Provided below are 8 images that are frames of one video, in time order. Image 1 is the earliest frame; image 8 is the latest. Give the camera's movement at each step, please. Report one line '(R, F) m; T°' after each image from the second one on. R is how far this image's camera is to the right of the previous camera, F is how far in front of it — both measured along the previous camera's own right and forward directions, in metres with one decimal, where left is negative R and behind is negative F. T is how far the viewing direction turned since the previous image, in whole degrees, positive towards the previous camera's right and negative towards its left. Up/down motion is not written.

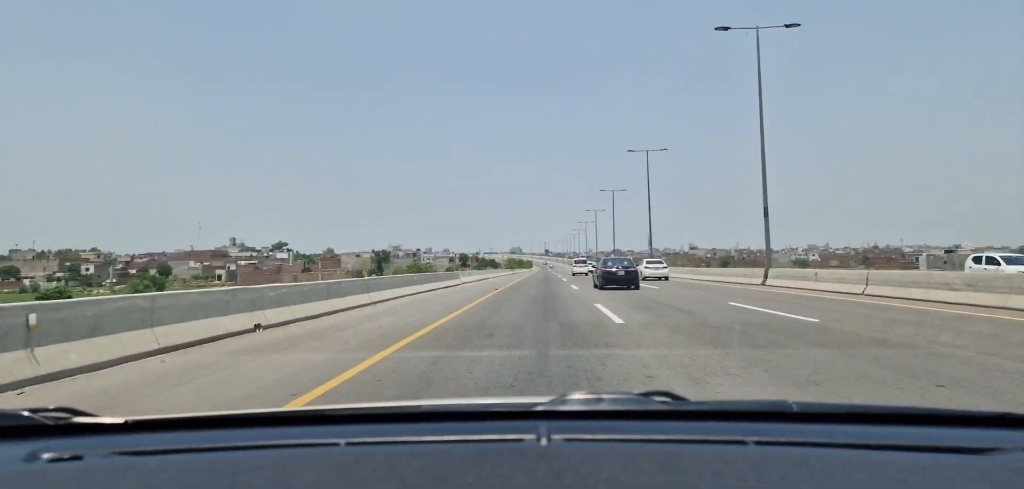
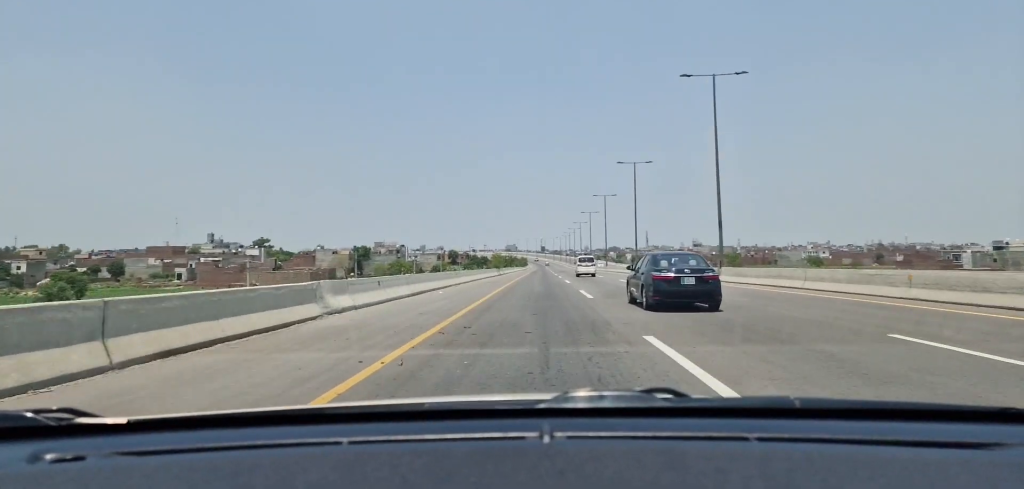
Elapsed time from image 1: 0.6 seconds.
(0.0, +27.4) m; 0°
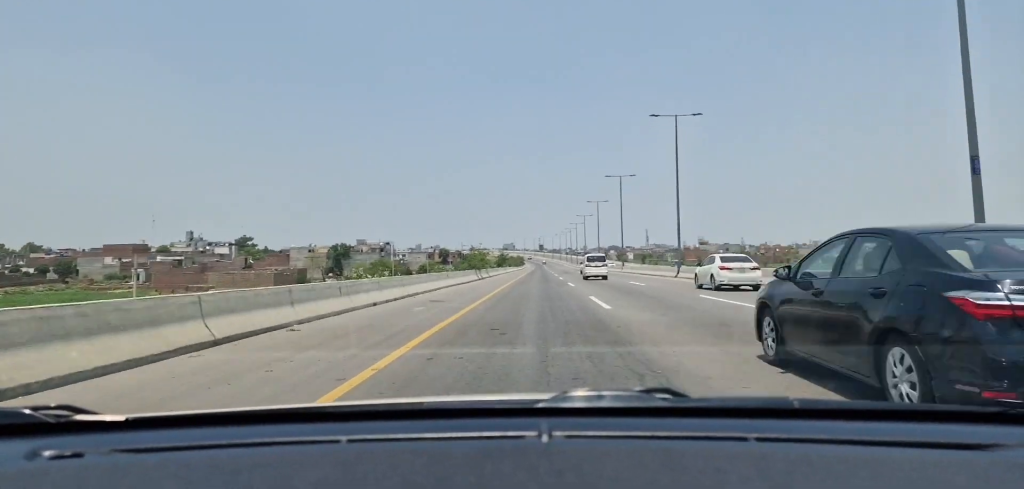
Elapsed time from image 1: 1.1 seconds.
(0.0, +22.9) m; 0°
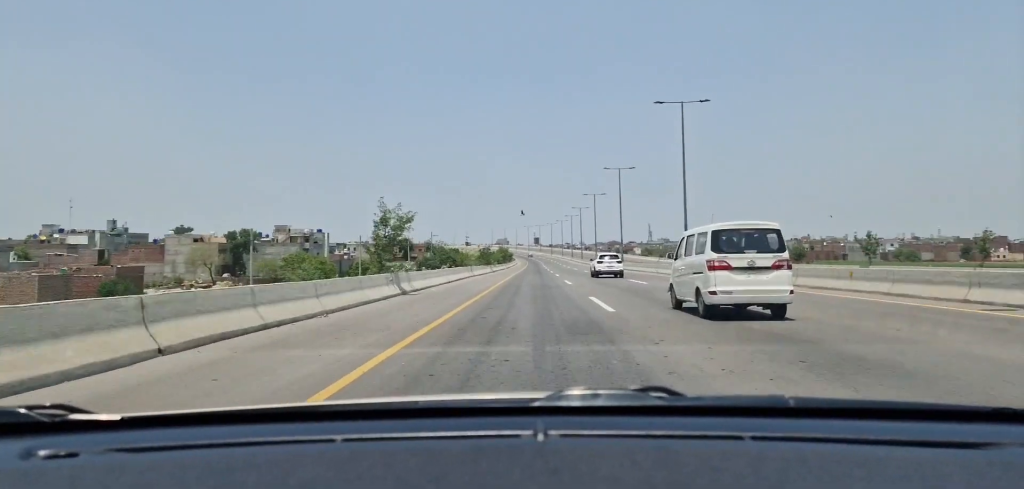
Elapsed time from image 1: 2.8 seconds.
(+0.7, +74.4) m; 0°
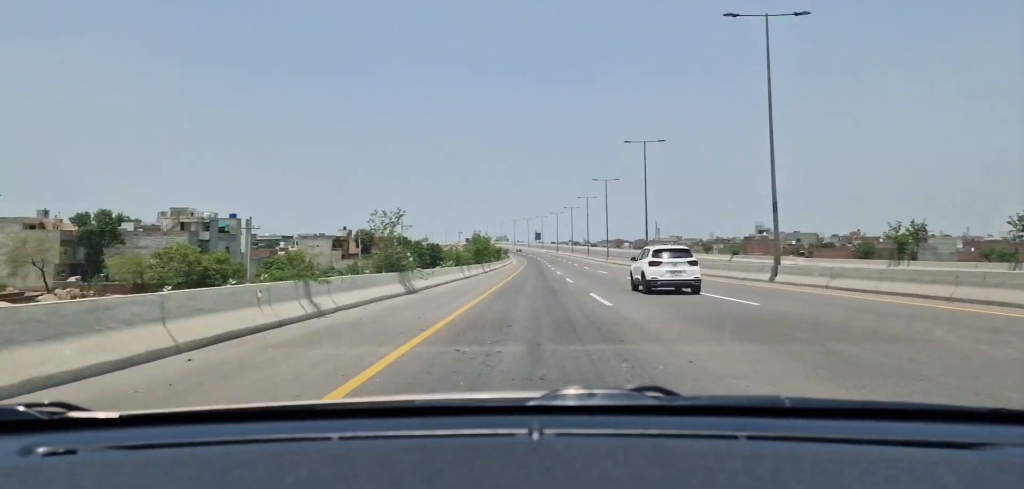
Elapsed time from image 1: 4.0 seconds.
(-0.5, +53.0) m; -1°
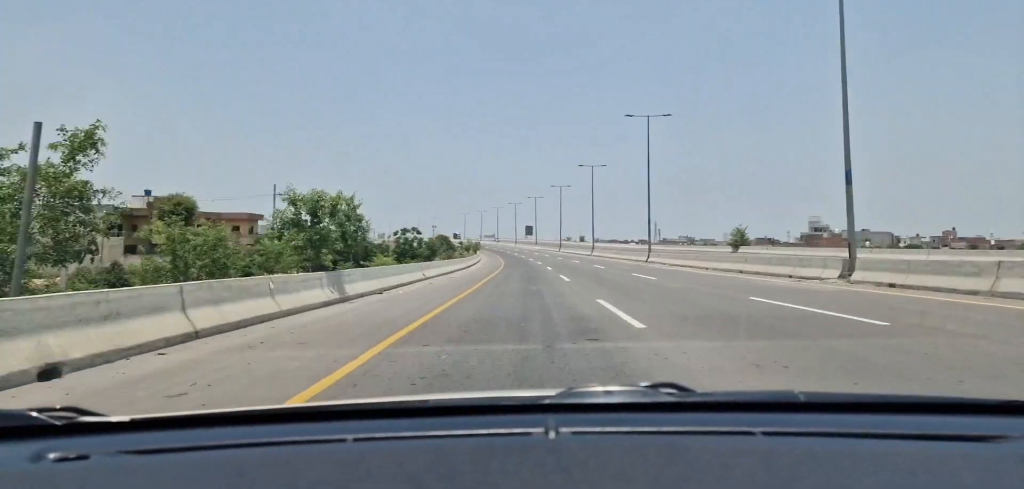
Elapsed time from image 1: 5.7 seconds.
(+0.8, +78.7) m; +2°
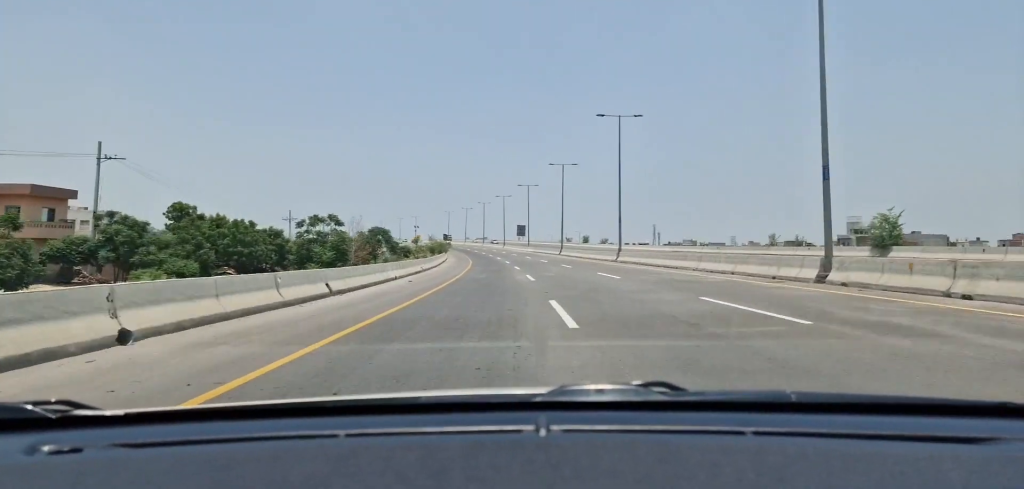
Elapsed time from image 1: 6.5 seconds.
(+0.3, +36.0) m; 0°
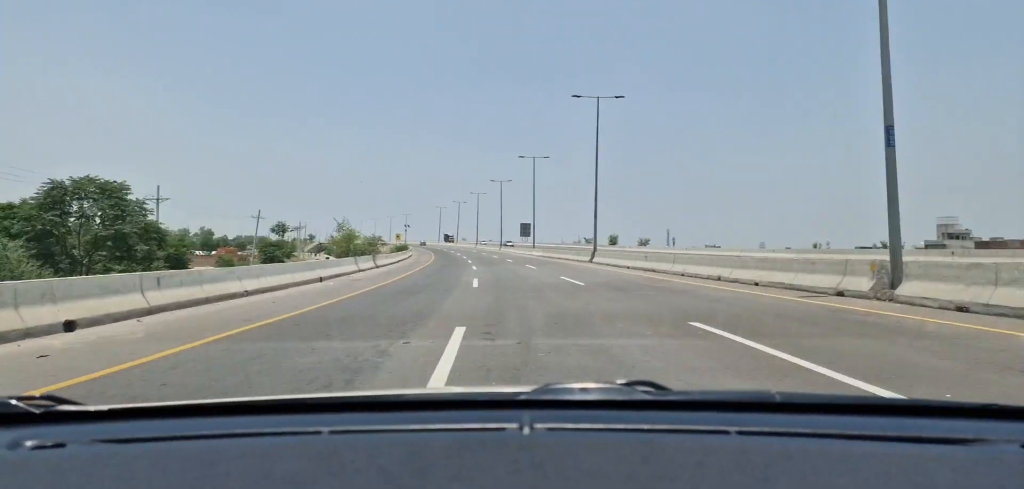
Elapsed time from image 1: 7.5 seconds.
(-0.5, +42.7) m; -3°
